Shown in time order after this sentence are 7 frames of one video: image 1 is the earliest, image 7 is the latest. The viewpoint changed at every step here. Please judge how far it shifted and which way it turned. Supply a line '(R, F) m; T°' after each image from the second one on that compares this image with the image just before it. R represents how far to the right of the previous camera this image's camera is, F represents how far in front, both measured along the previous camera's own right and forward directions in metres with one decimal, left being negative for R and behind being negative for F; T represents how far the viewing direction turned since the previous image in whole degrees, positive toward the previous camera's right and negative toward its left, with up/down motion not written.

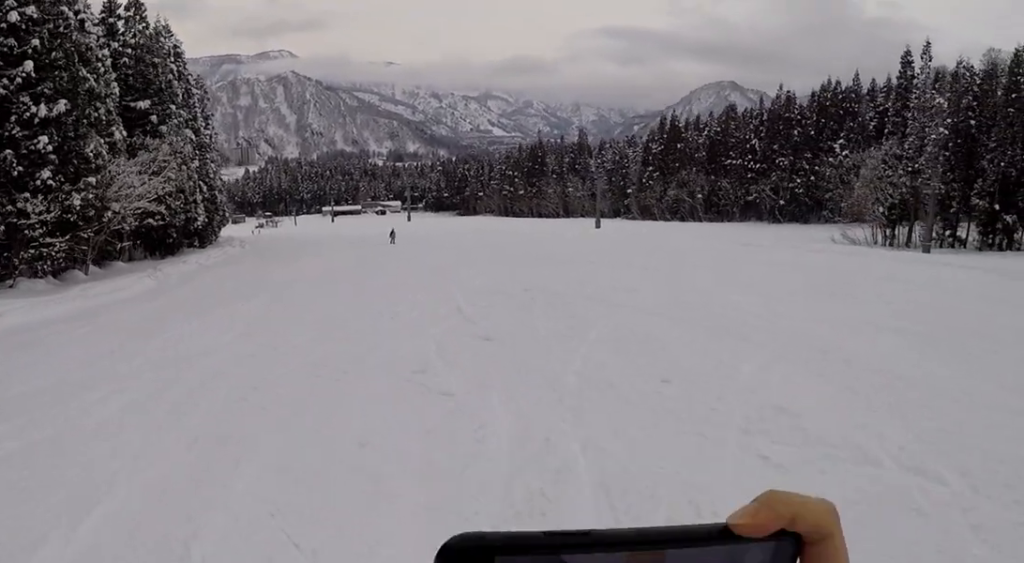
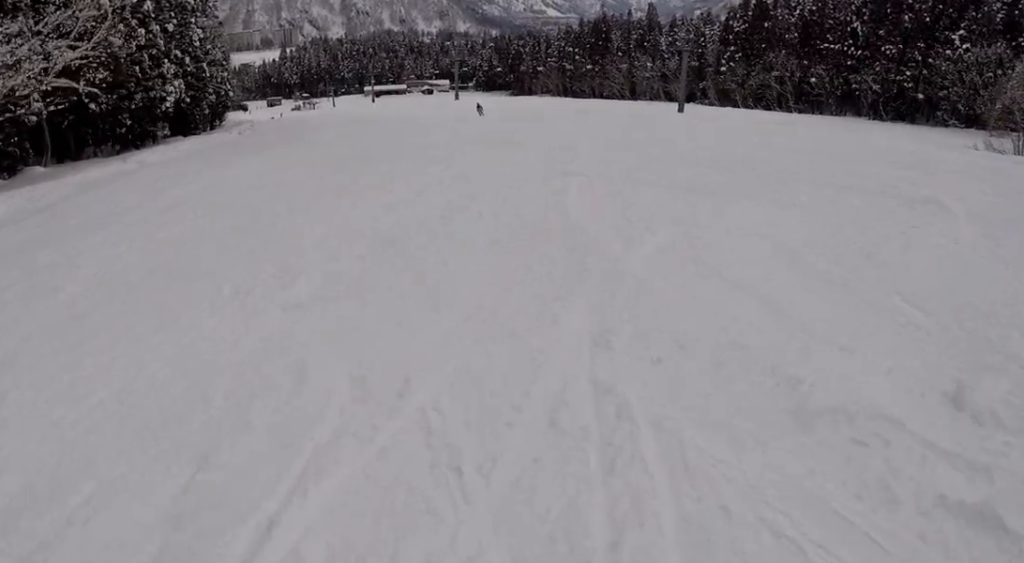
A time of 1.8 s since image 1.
(+2.2, +16.1) m; +4°
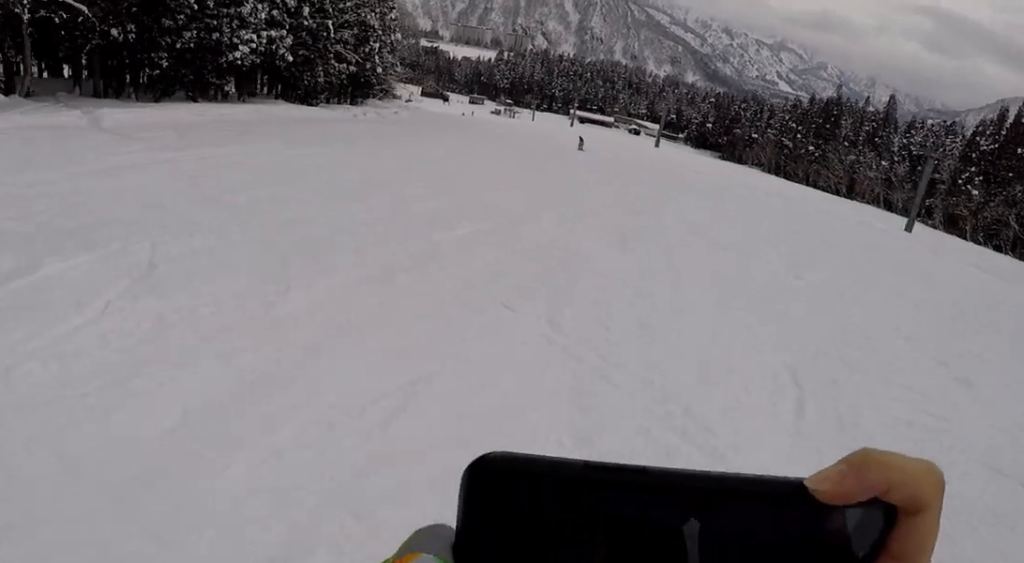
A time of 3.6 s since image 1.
(-4.6, +15.4) m; -20°
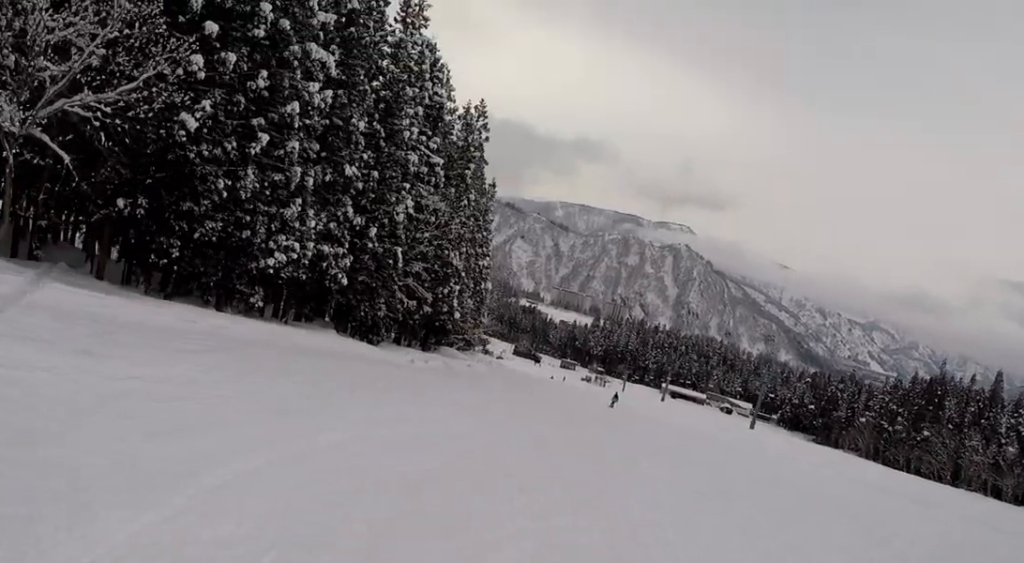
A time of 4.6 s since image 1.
(+1.3, +8.9) m; +7°
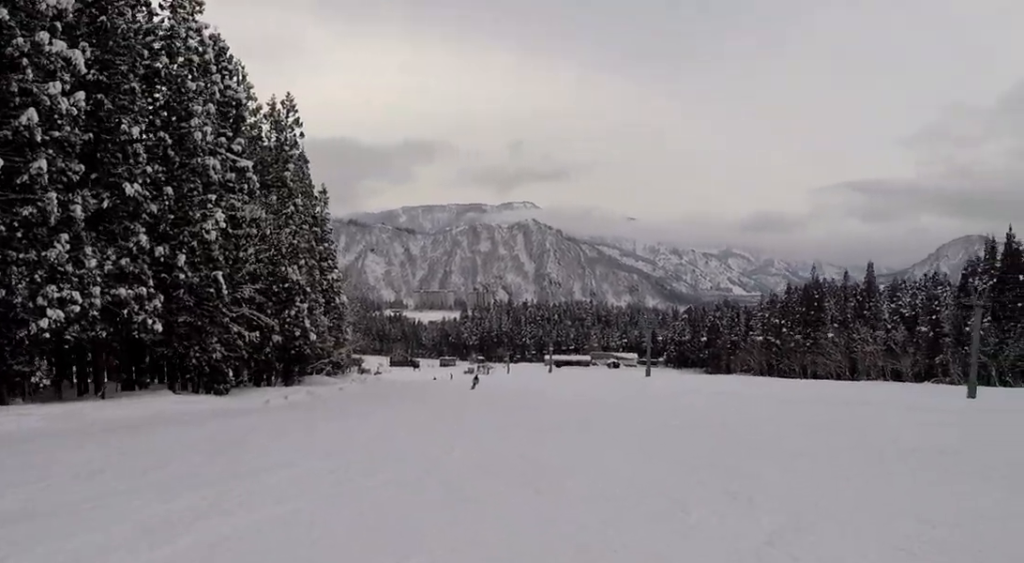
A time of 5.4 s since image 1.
(-0.2, +7.5) m; -1°
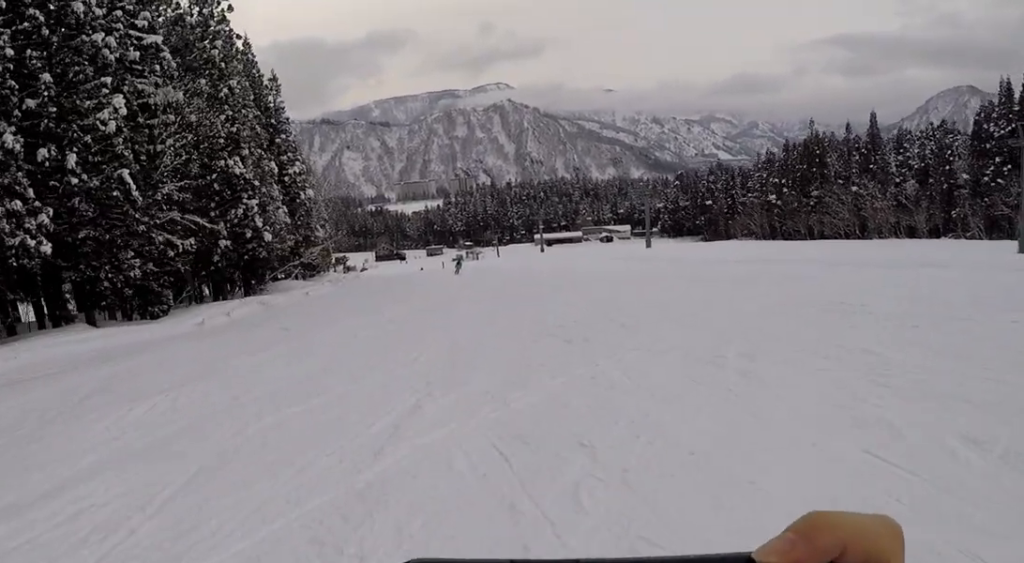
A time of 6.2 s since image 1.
(0.0, +7.9) m; +2°
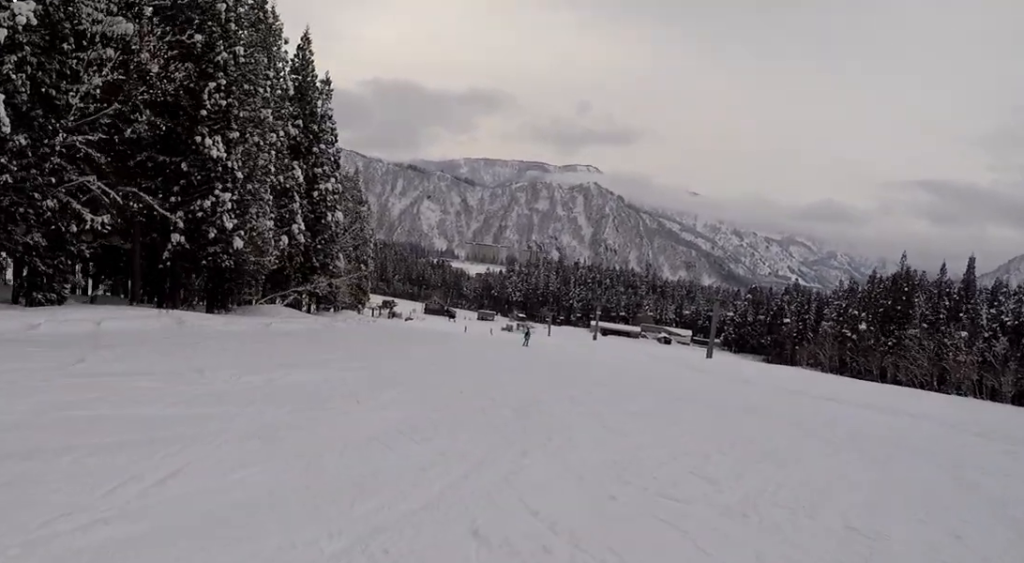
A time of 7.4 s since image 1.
(+0.4, +11.3) m; 0°
